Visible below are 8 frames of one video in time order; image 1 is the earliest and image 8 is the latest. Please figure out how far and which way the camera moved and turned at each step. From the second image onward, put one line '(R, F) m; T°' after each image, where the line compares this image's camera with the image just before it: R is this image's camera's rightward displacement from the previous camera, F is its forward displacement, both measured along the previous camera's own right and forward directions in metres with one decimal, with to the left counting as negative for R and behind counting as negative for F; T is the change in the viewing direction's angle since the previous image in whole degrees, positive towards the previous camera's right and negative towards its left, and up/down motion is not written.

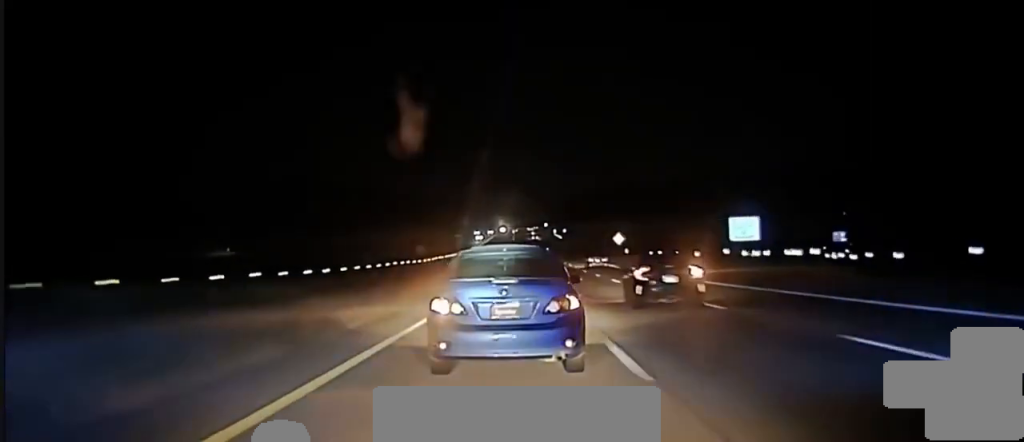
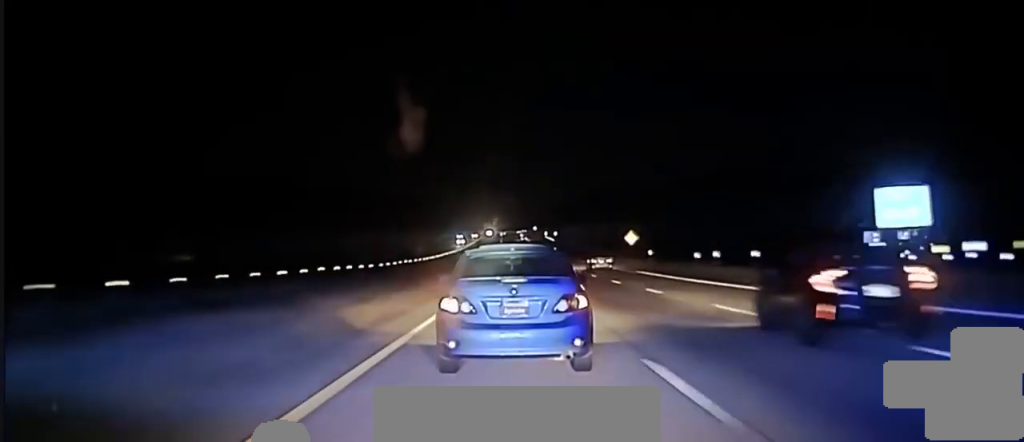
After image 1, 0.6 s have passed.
(+0.2, +26.9) m; 0°
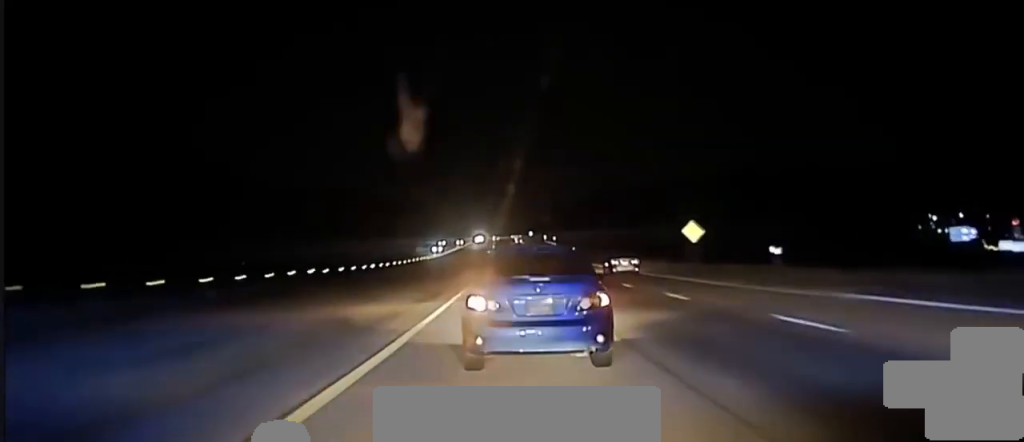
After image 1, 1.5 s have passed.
(+0.3, +42.2) m; 0°
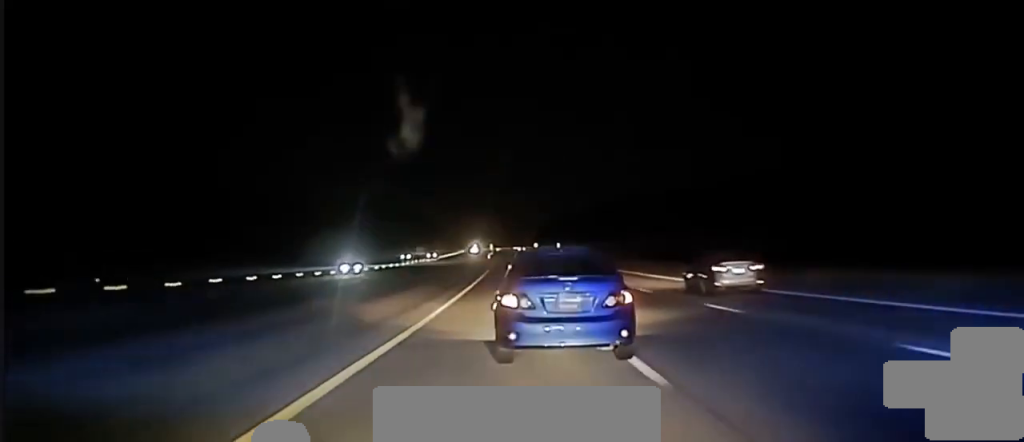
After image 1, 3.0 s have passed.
(-0.1, +62.8) m; 0°
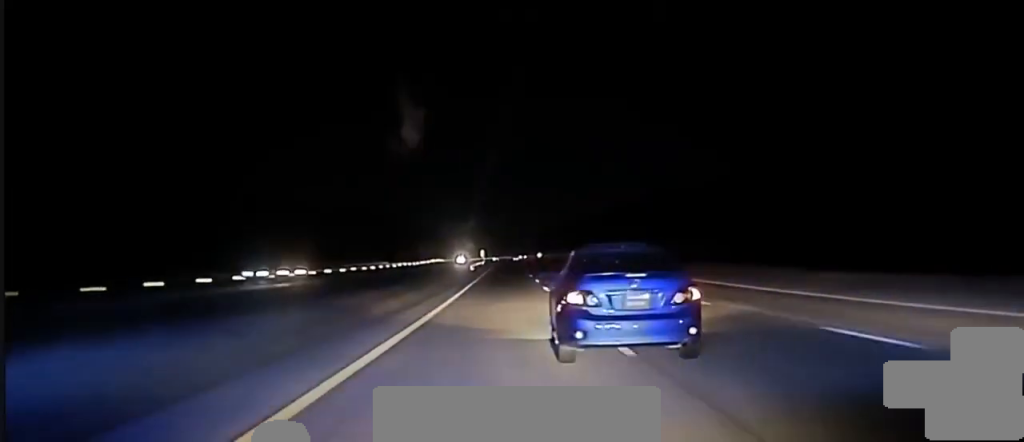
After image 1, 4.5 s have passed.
(0.0, +62.5) m; 0°
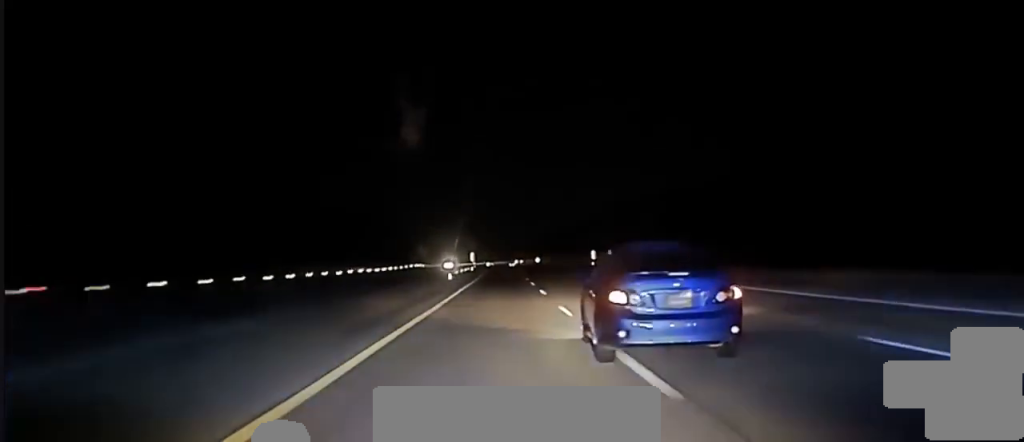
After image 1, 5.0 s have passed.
(+0.1, +28.2) m; 0°
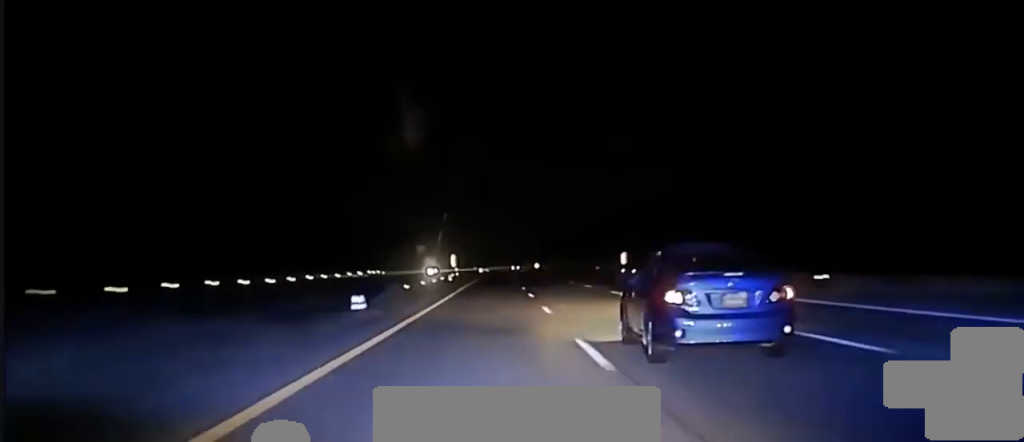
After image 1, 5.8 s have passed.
(+0.2, +37.9) m; 0°
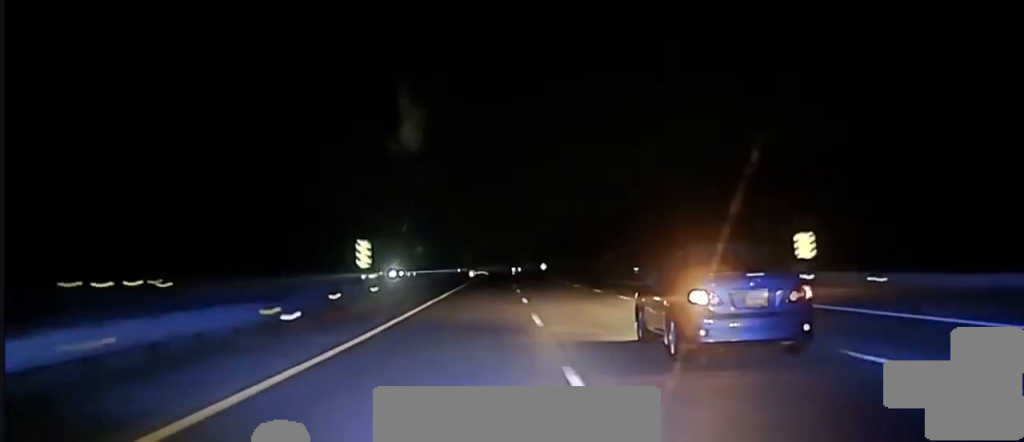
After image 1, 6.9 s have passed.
(0.0, +61.7) m; 0°
